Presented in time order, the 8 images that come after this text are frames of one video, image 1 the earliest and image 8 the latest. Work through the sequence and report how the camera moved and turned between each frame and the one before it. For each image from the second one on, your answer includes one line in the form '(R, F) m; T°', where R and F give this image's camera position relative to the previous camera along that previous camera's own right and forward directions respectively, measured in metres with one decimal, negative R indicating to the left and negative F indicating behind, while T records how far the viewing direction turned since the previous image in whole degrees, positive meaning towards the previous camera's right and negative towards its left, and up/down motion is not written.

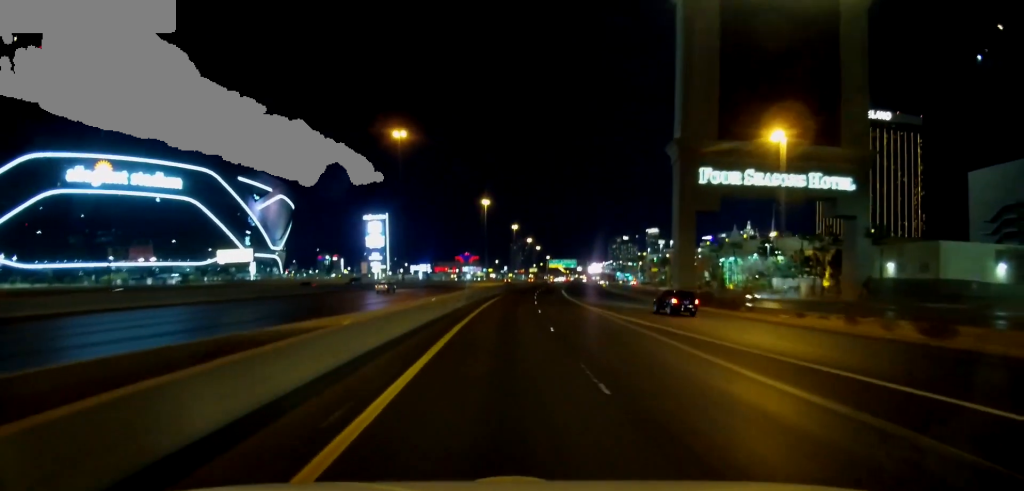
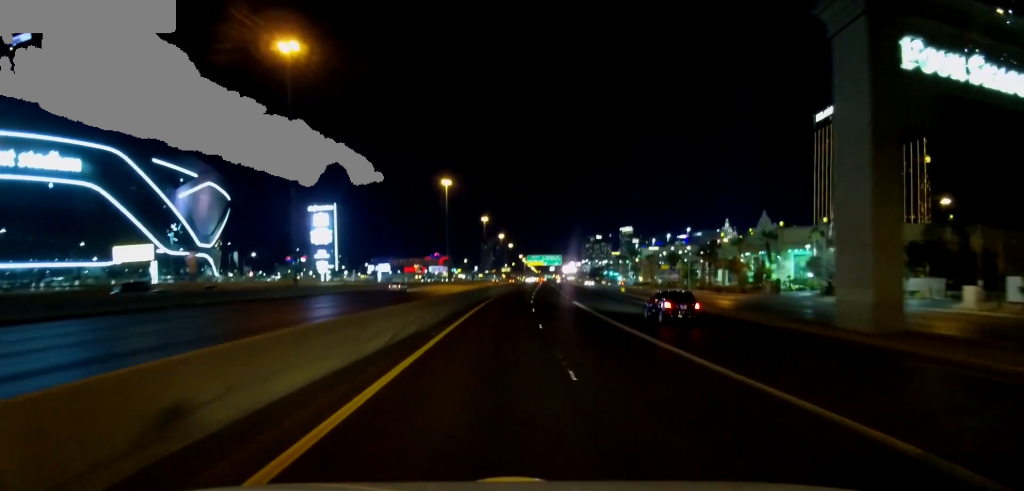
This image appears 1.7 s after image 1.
(+1.1, +47.5) m; +3°
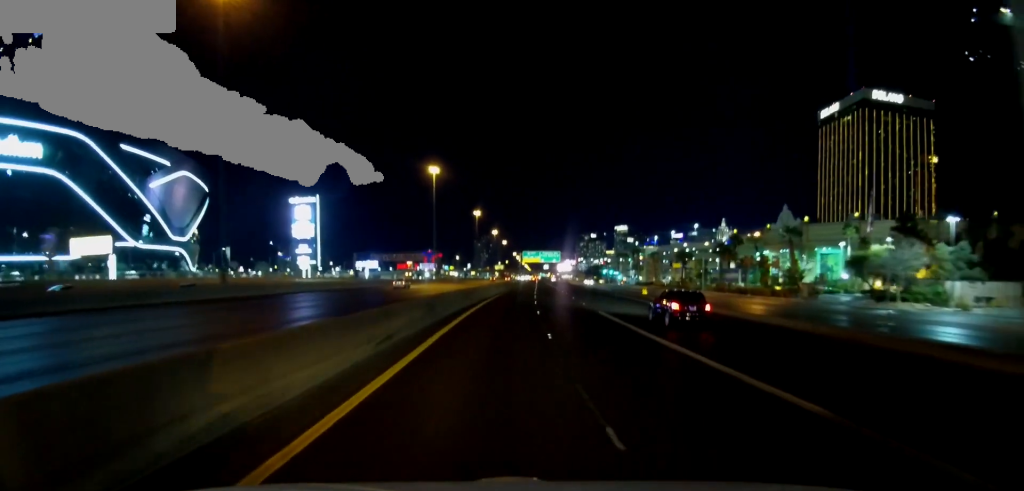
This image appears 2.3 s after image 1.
(+0.3, +17.0) m; +1°
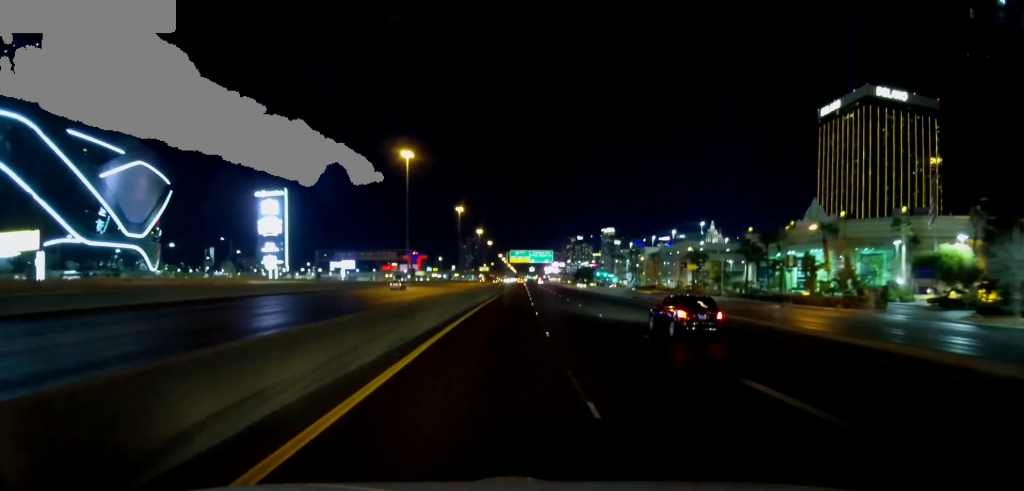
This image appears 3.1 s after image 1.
(0.0, +22.6) m; 0°
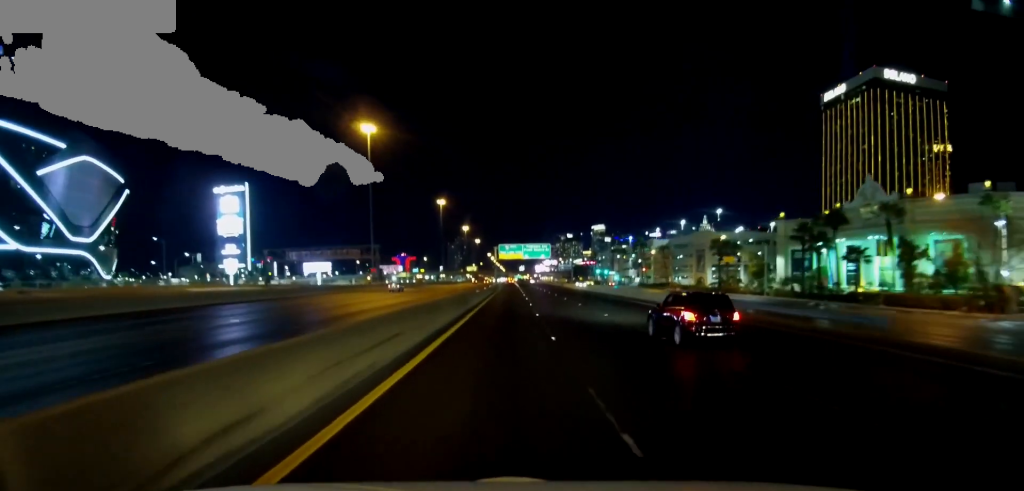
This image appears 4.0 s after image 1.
(0.0, +26.2) m; 0°
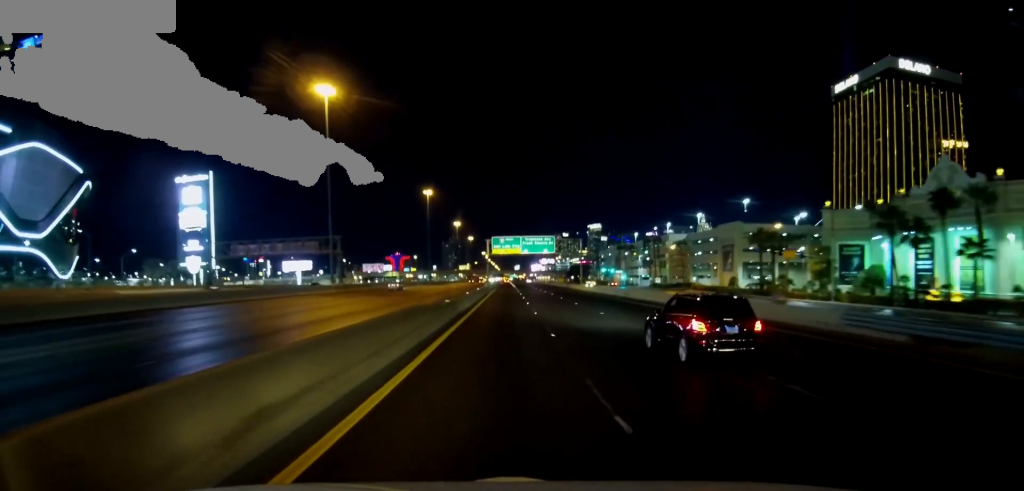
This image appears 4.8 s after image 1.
(0.0, +23.1) m; +1°
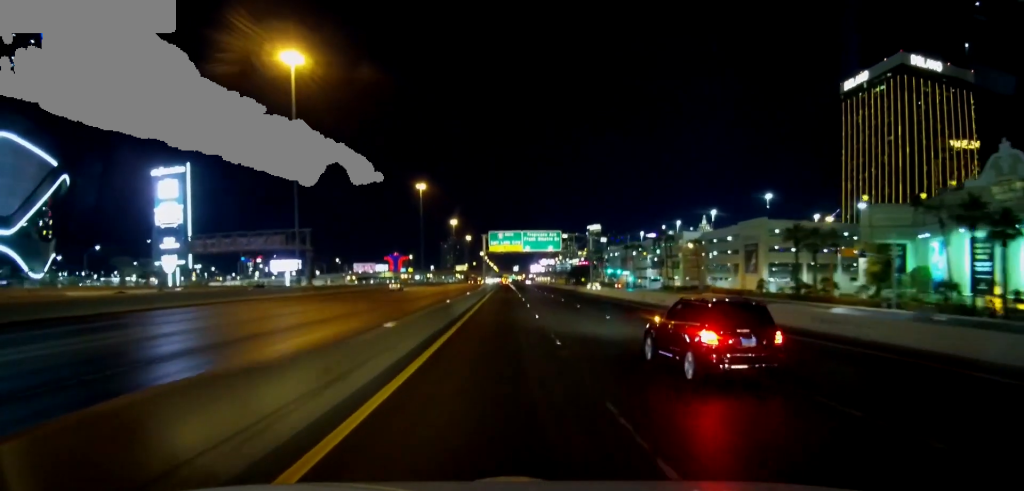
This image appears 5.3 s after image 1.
(0.0, +13.8) m; +1°
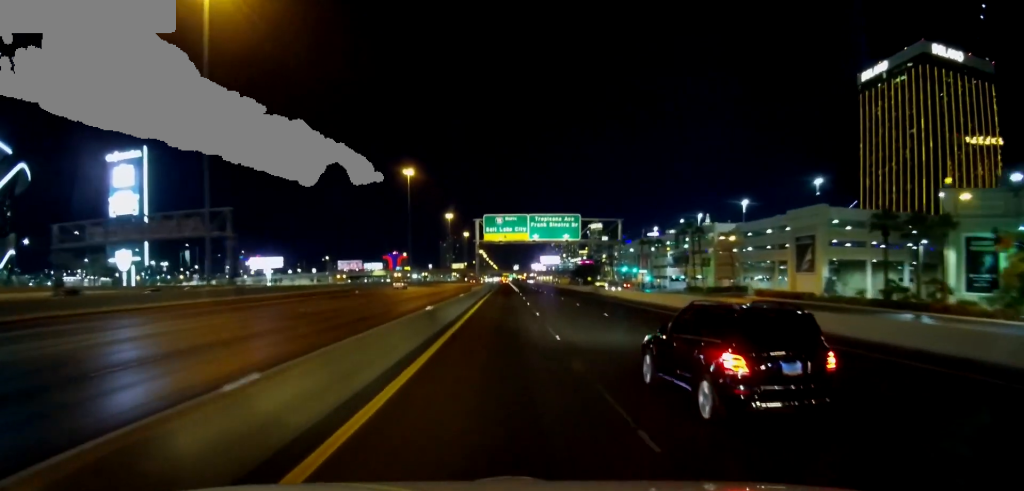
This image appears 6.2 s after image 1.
(+0.4, +22.8) m; +1°
